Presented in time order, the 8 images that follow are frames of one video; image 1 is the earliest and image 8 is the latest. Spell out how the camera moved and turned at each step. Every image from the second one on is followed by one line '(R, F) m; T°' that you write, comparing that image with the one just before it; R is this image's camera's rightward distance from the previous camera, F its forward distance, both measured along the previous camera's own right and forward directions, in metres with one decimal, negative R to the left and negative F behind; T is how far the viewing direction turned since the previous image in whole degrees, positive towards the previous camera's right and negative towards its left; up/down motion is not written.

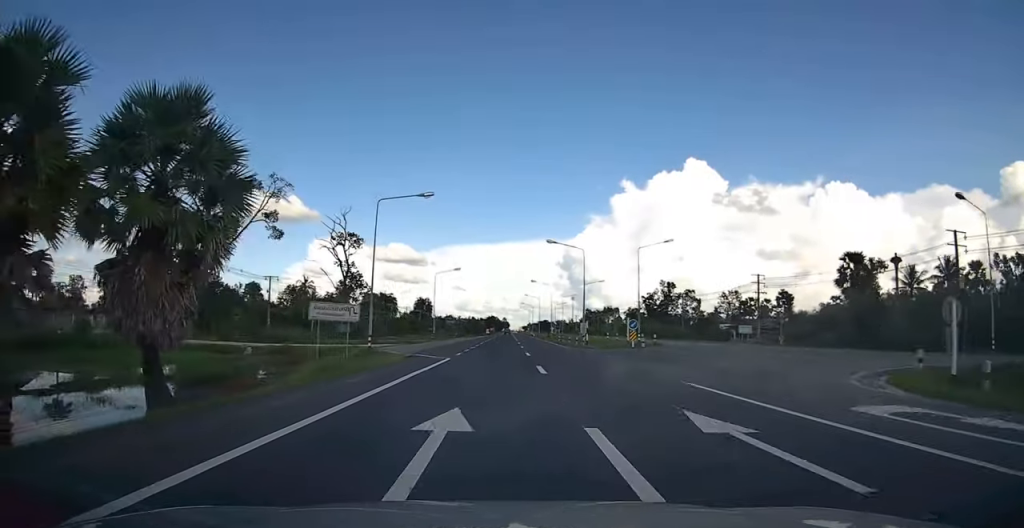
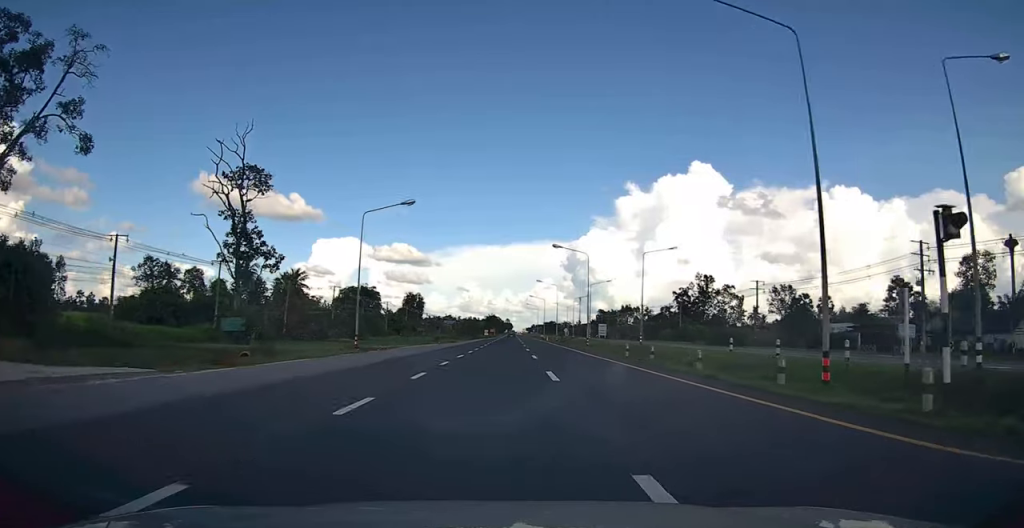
(-0.1, +38.7) m; 0°
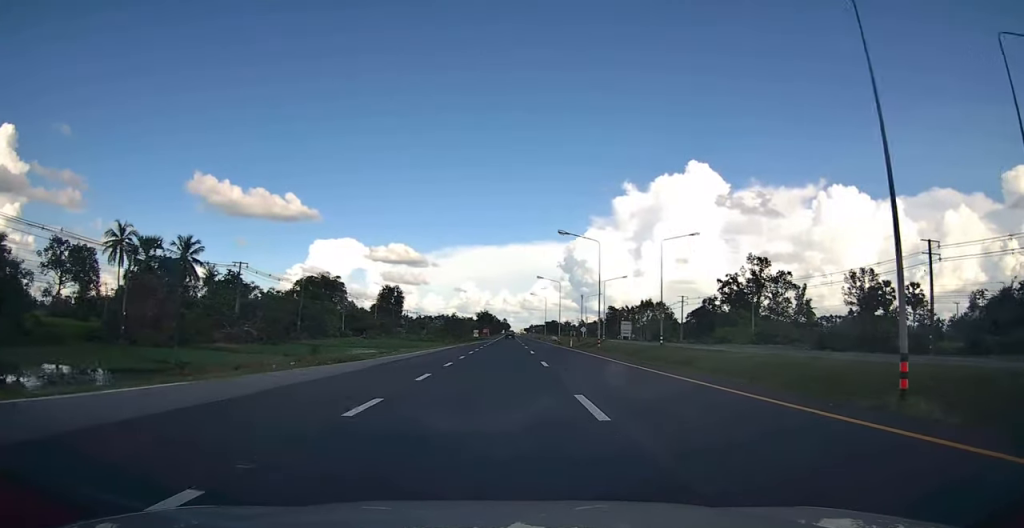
(0.0, +42.2) m; 0°
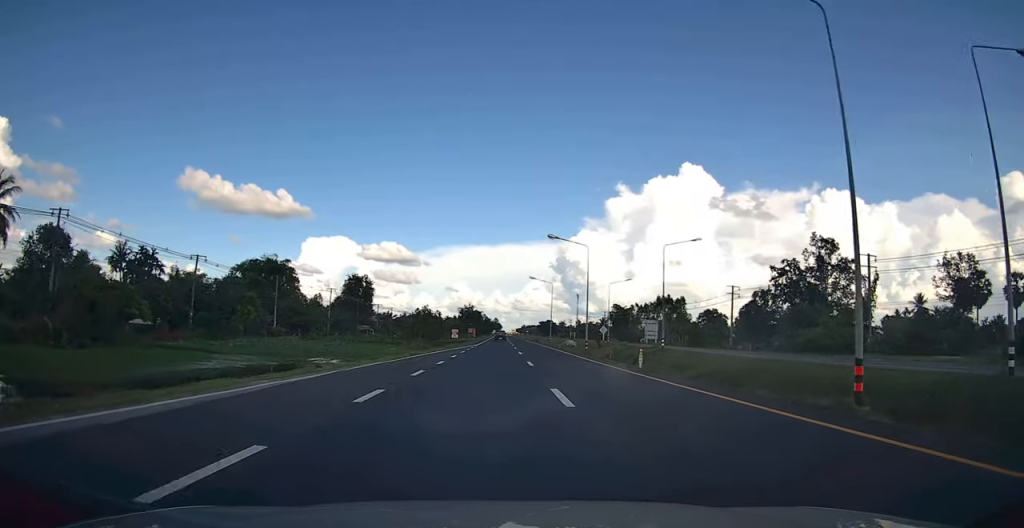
(+0.1, +34.2) m; +1°
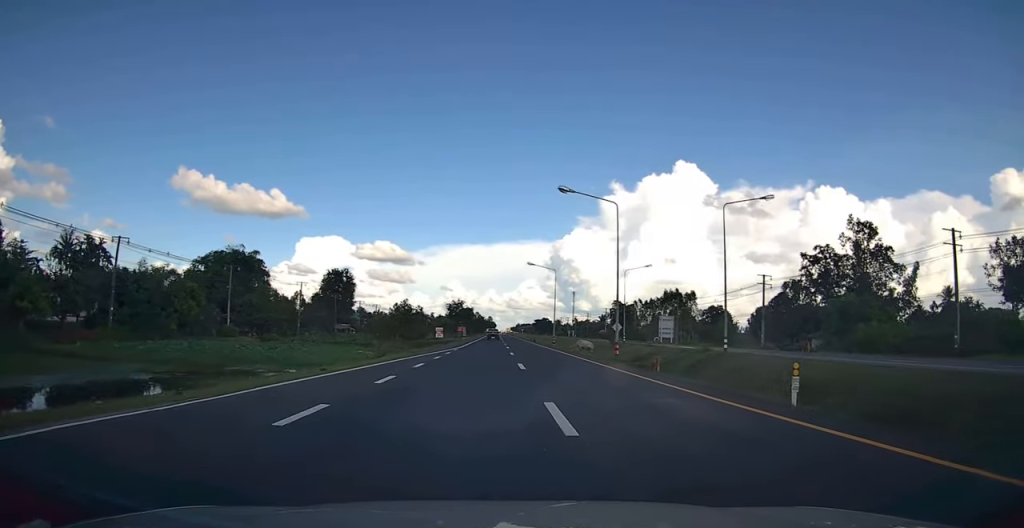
(+0.1, +14.7) m; 0°
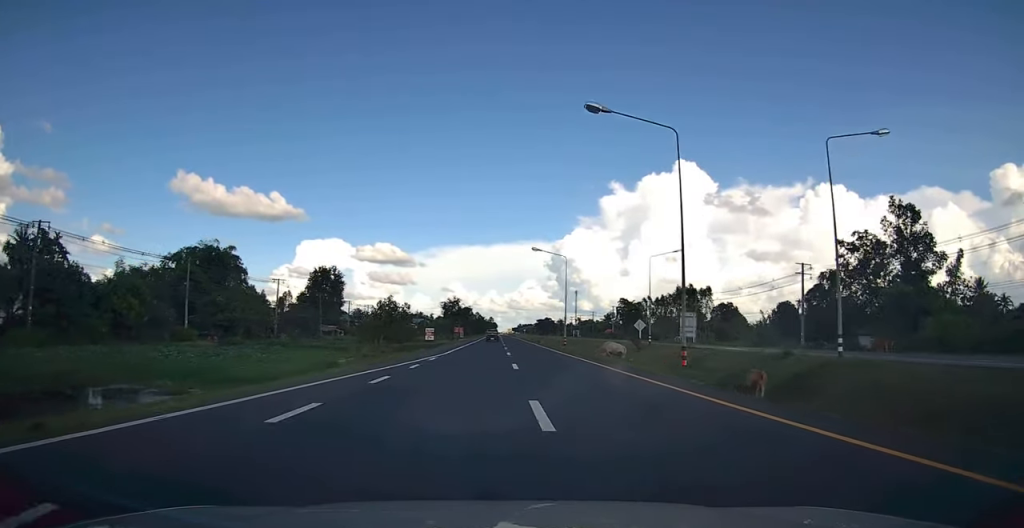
(-0.1, +11.7) m; 0°
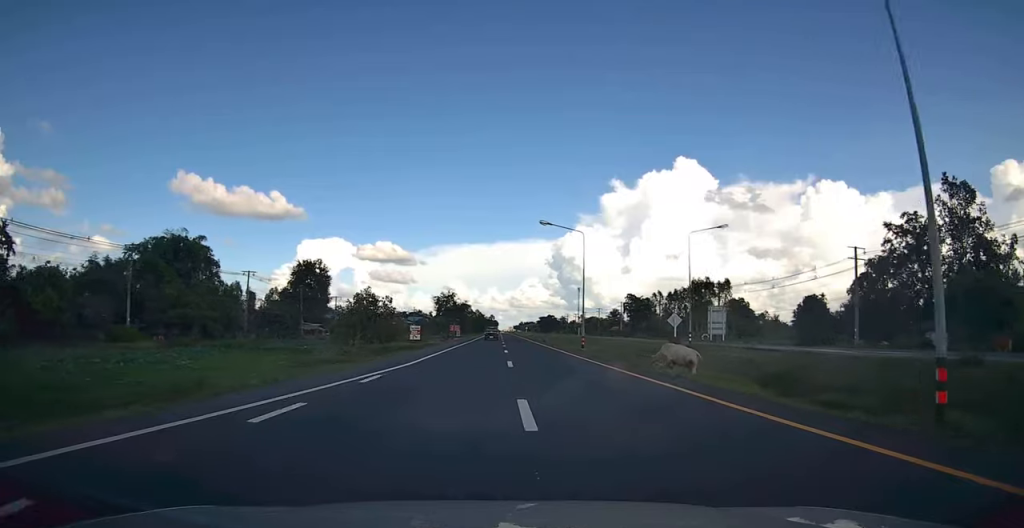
(0.0, +12.2) m; 0°
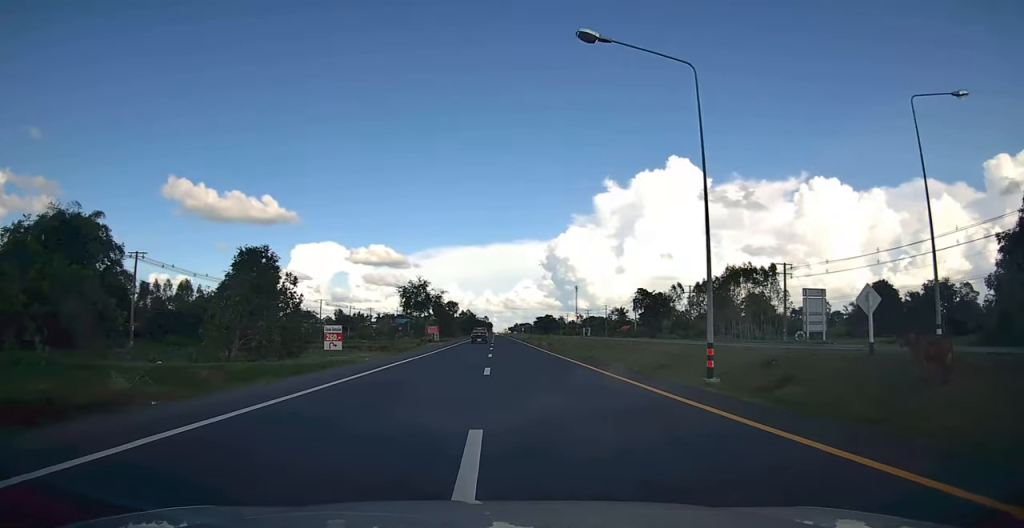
(+0.3, +27.3) m; 0°
